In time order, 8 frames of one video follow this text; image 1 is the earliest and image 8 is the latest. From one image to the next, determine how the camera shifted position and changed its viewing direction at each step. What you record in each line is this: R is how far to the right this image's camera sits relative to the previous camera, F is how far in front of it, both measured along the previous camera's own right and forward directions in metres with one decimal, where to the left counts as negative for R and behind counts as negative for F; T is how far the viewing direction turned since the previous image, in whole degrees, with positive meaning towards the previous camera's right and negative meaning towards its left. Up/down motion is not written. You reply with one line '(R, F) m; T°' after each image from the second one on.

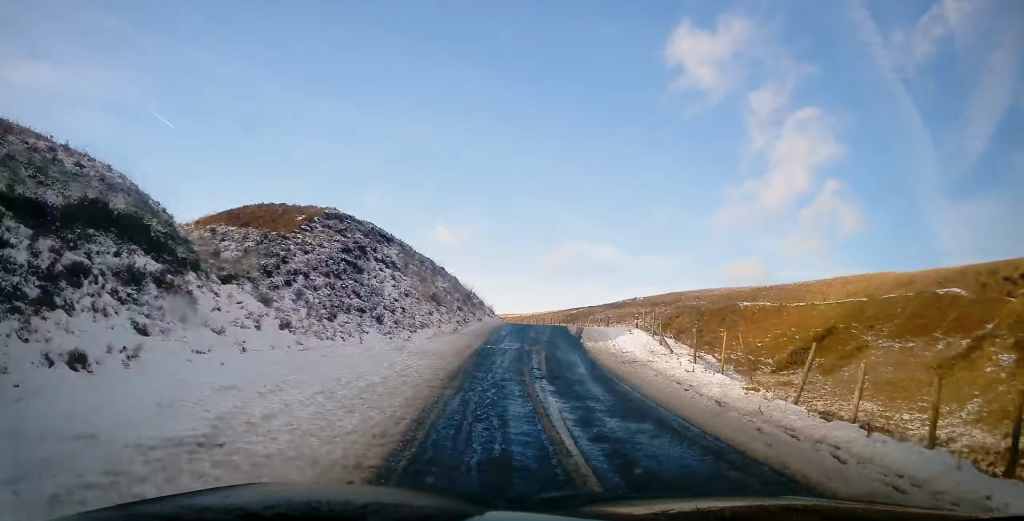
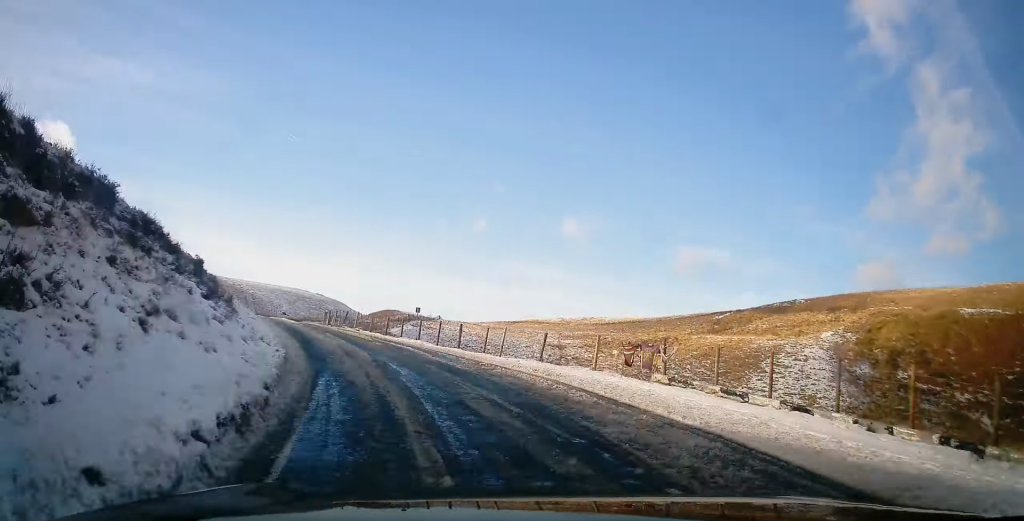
(-8.0, +56.0) m; -21°
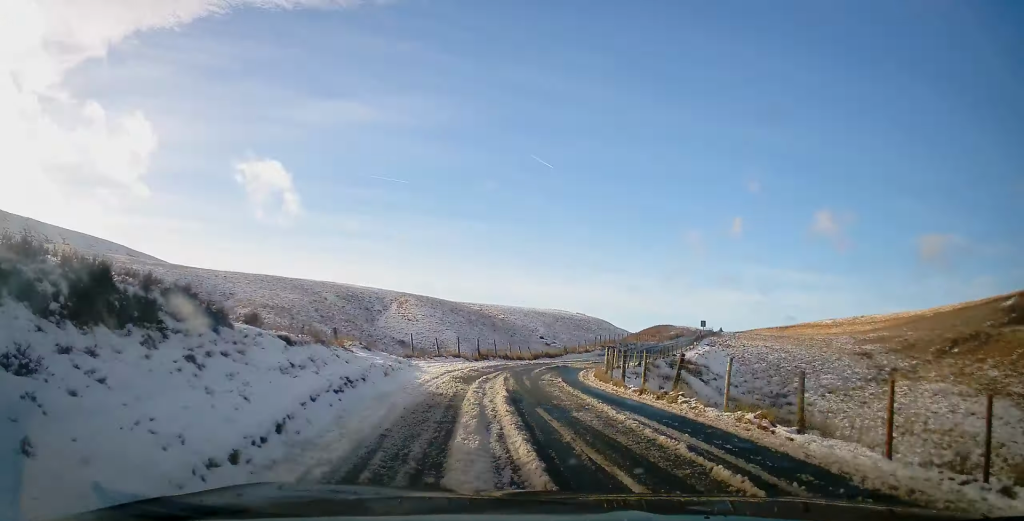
(-2.2, +21.5) m; -4°
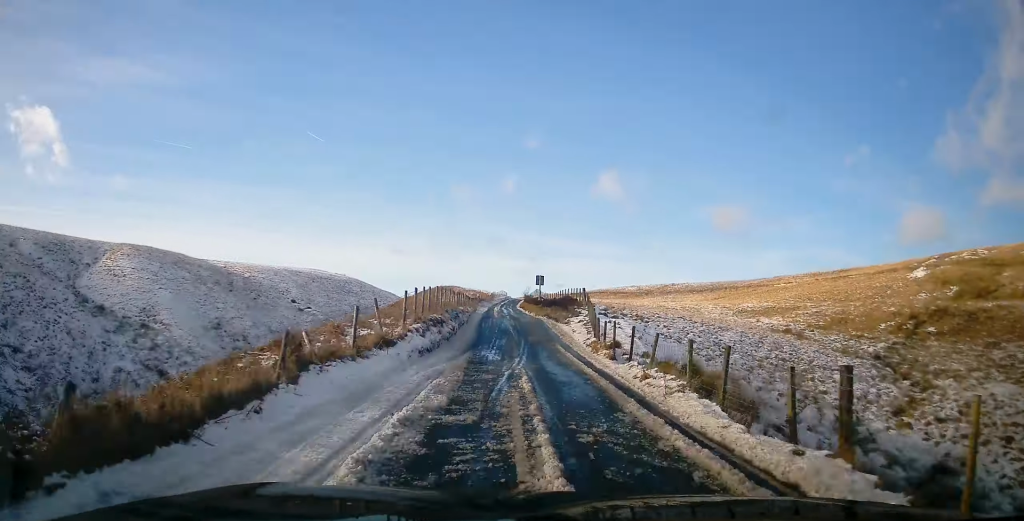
(+2.9, +40.5) m; +8°
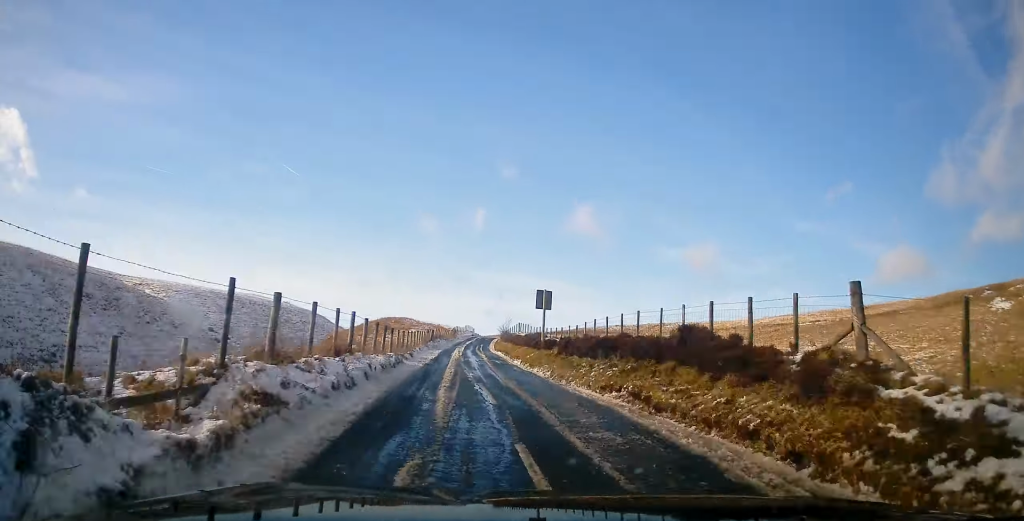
(+1.8, +31.0) m; +4°
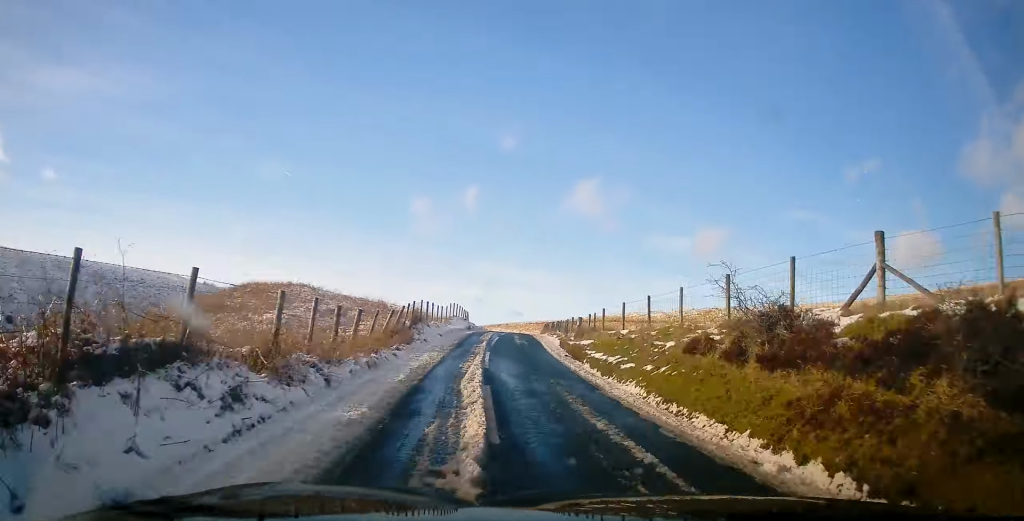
(+1.4, +55.8) m; +4°
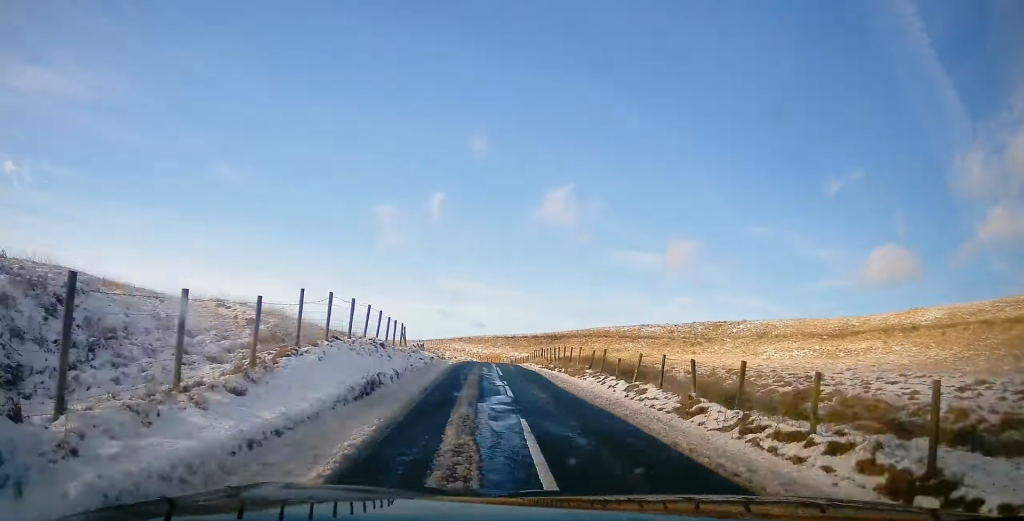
(+0.8, +30.3) m; +1°
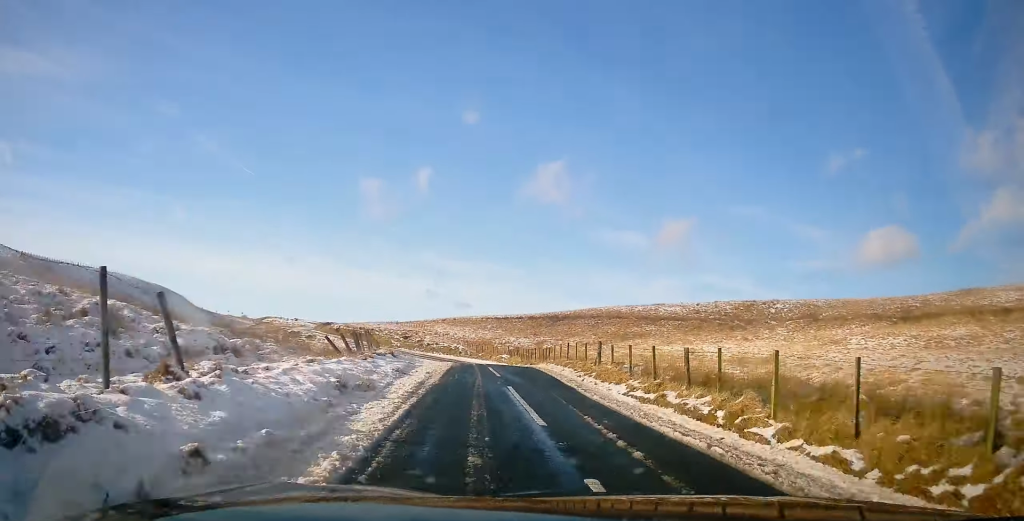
(+0.9, +22.2) m; -1°
